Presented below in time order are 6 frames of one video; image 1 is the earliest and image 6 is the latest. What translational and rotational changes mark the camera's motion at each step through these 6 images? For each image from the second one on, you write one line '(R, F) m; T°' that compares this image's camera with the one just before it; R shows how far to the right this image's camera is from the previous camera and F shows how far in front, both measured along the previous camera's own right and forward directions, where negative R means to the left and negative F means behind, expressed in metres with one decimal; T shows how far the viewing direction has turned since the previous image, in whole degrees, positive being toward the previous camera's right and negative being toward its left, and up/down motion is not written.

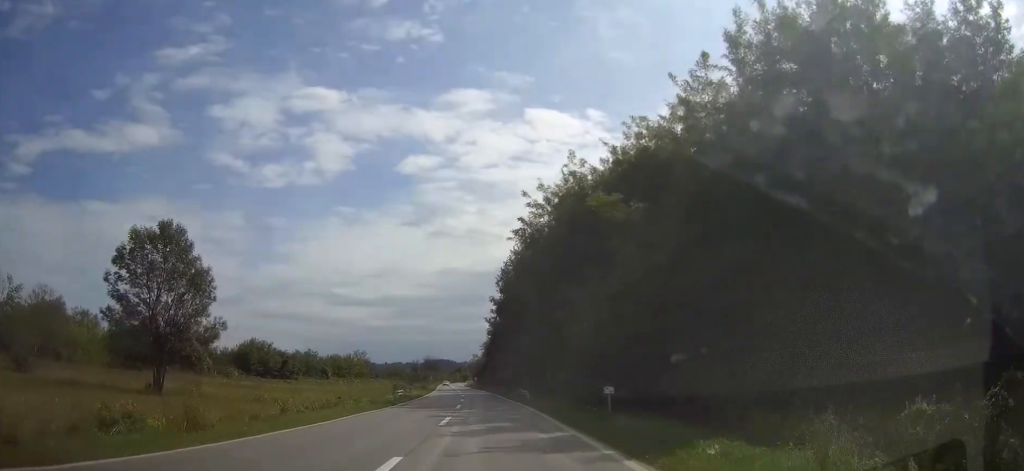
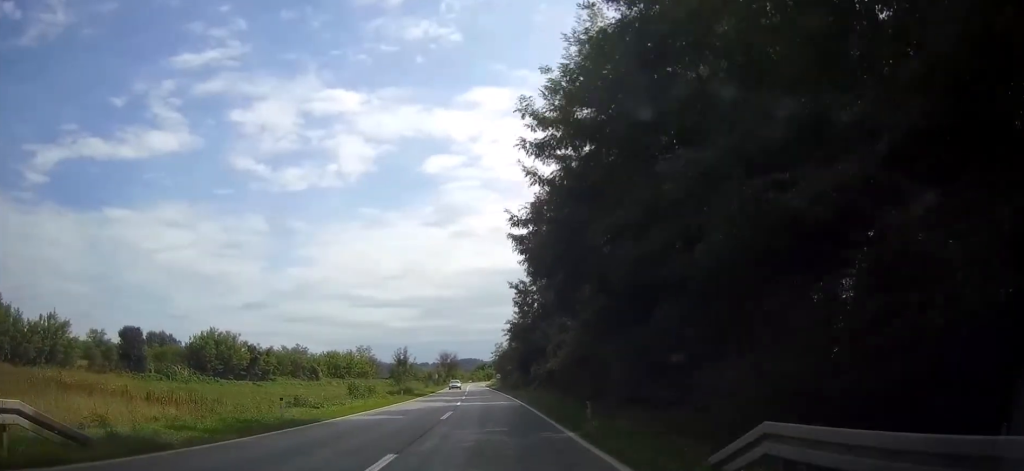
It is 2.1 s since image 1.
(-0.7, +42.8) m; -2°
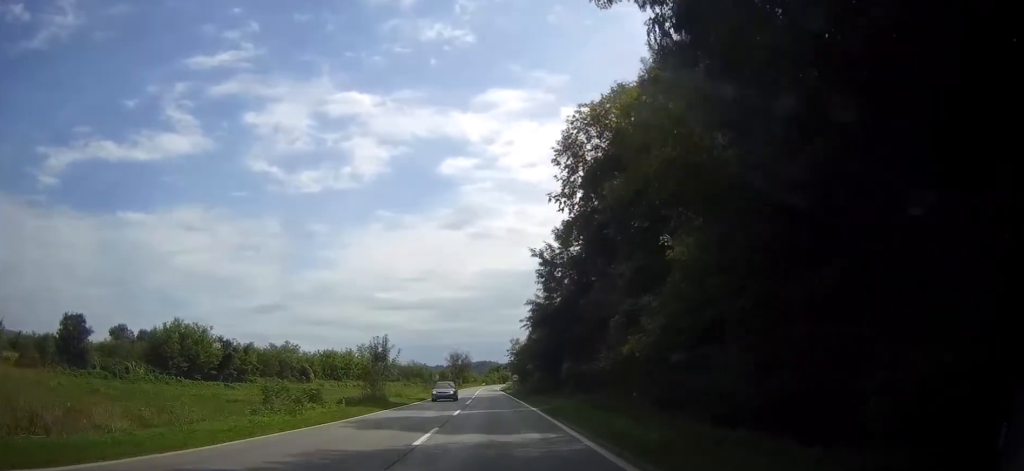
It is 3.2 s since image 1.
(-0.3, +23.6) m; -1°
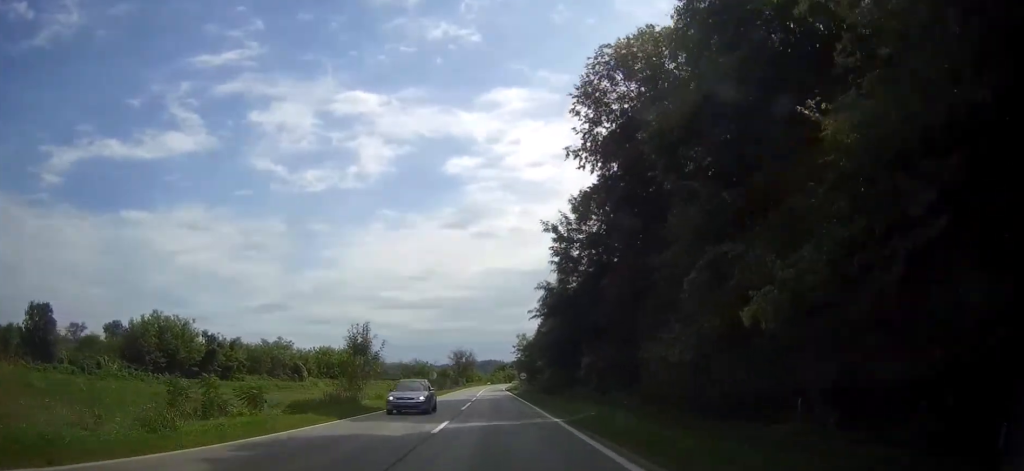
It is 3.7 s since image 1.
(0.0, +10.4) m; -1°
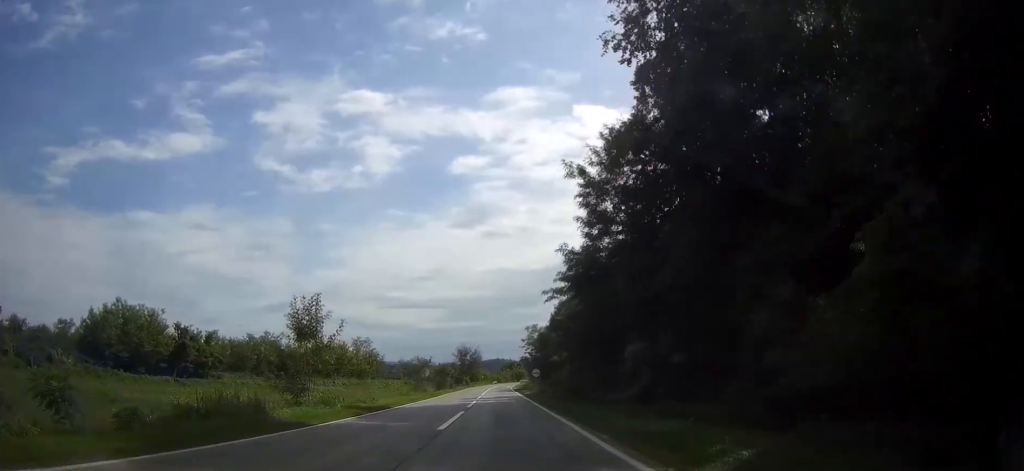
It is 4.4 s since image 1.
(-0.1, +14.4) m; 0°
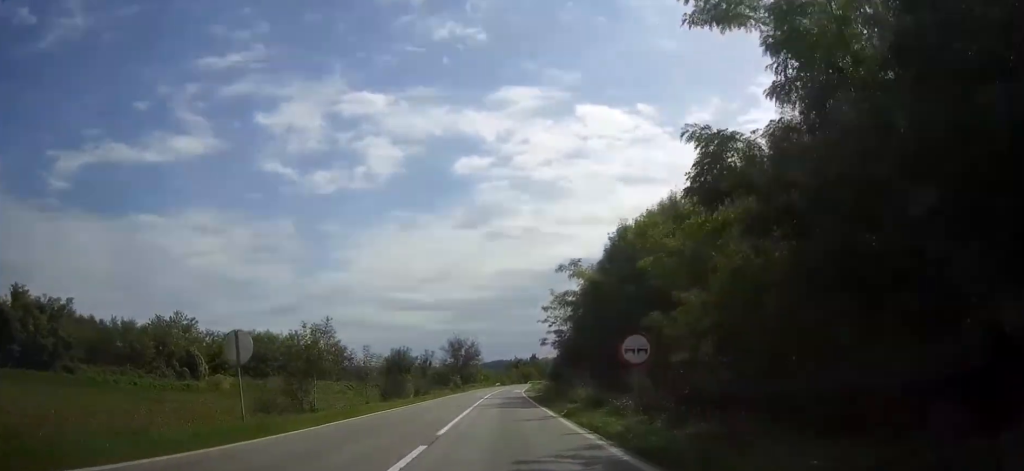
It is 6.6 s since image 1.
(-0.2, +45.3) m; 0°
